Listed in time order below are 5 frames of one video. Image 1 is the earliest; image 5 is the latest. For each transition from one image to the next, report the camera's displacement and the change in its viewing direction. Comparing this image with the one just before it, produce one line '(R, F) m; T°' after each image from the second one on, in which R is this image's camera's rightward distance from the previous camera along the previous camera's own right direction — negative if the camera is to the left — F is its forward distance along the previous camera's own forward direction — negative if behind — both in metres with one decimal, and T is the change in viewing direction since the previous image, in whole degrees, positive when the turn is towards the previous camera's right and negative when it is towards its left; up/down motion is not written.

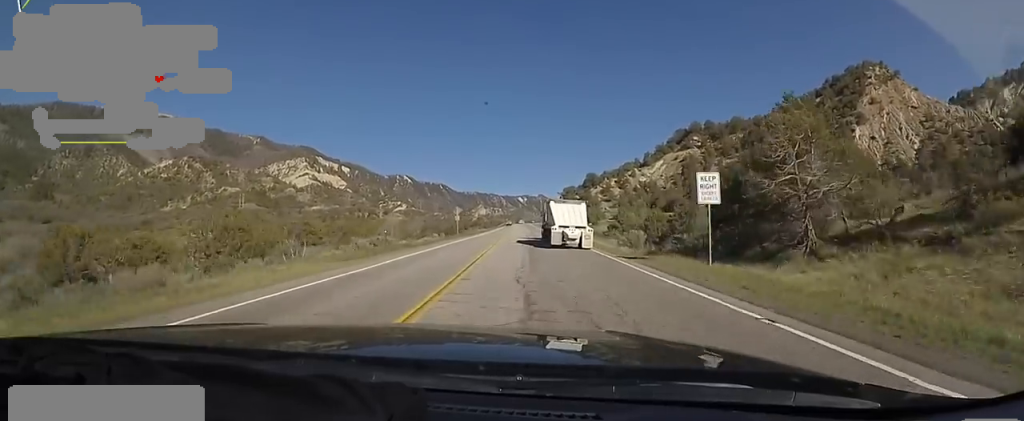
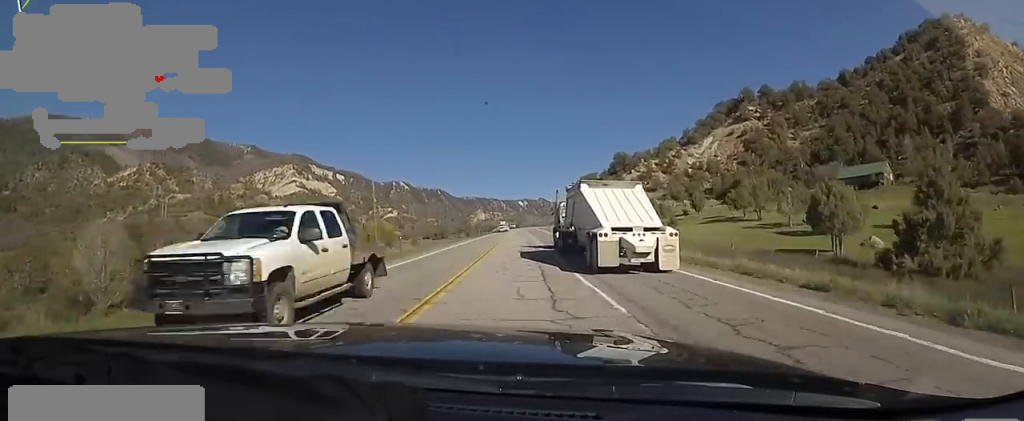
(-0.6, +79.4) m; +1°
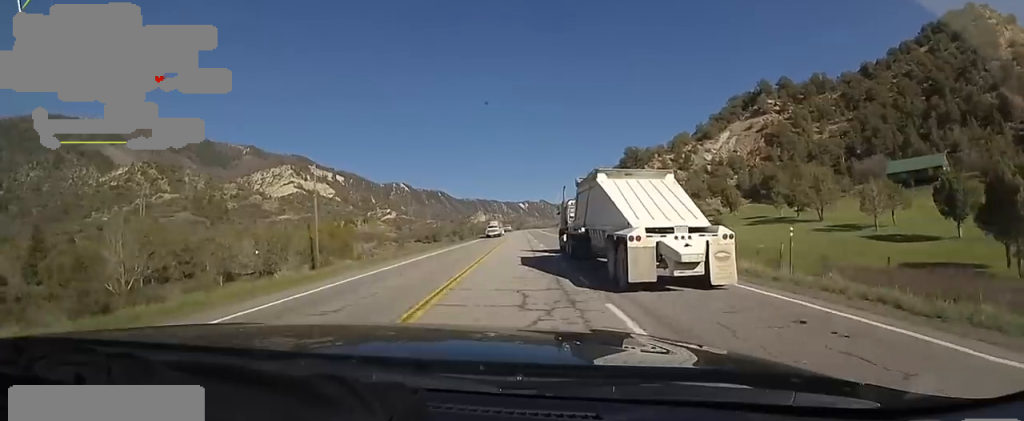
(0.0, +17.9) m; -1°
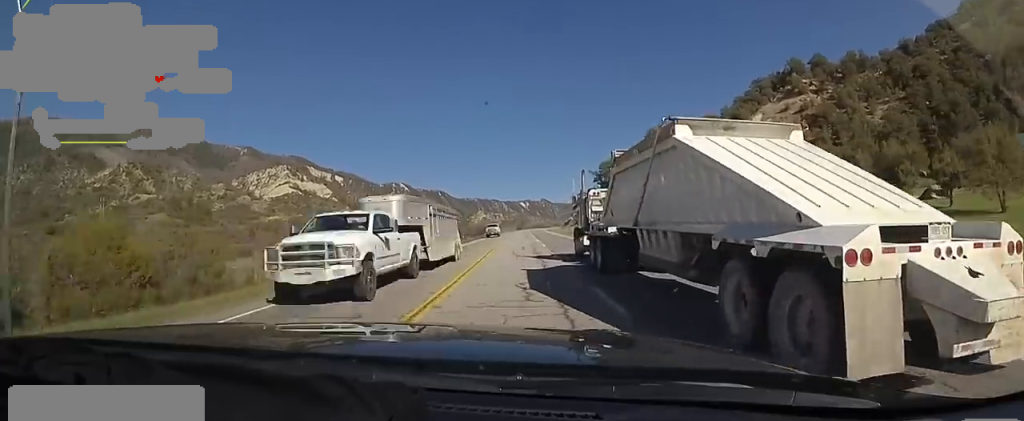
(-0.6, +28.8) m; 0°
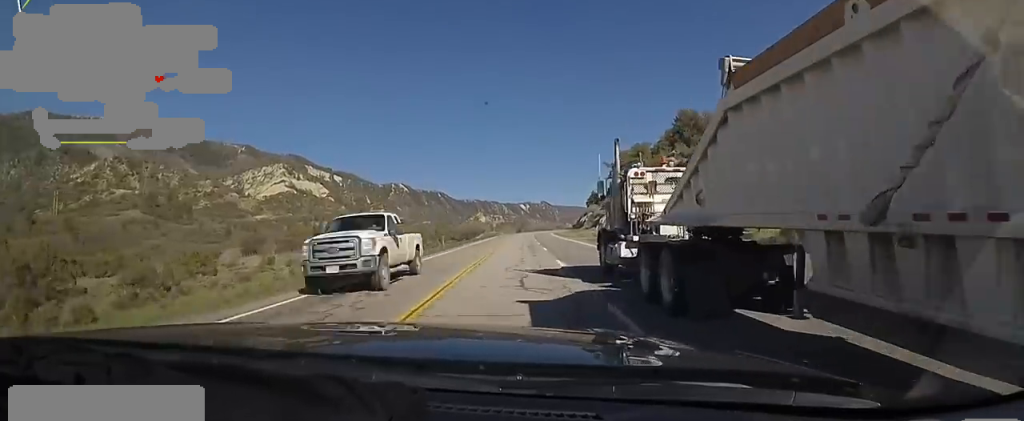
(+0.4, +27.0) m; +1°
